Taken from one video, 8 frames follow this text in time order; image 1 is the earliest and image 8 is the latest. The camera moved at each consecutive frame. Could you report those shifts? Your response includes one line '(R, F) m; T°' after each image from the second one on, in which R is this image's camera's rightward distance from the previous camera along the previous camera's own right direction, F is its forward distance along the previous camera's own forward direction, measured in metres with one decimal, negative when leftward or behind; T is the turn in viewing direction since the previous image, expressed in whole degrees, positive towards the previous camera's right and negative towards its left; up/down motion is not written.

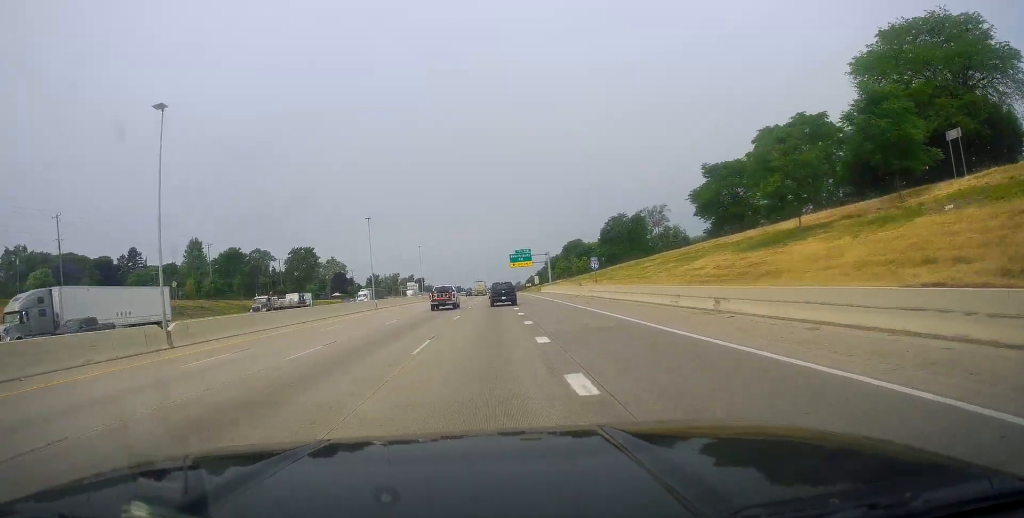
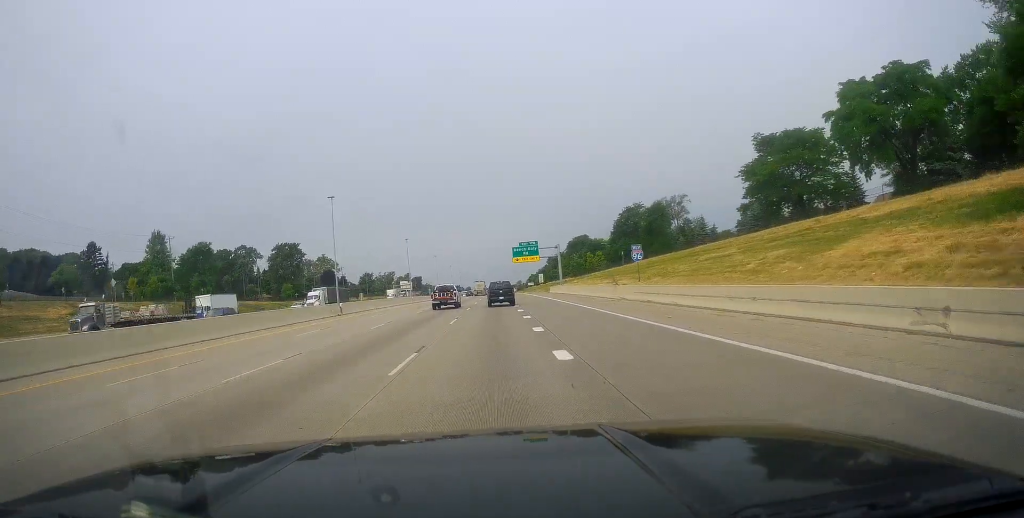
(0.0, +19.4) m; -1°
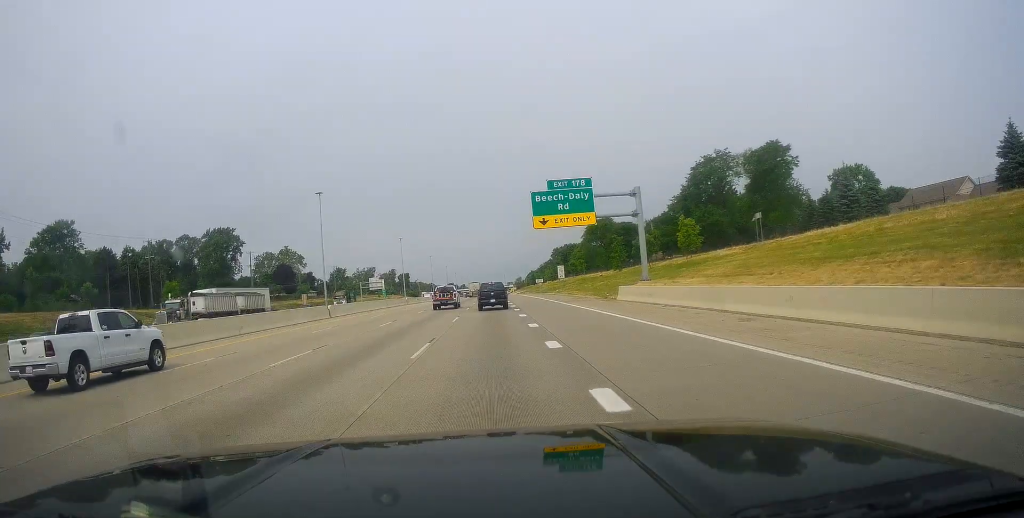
(-1.4, +58.9) m; -1°
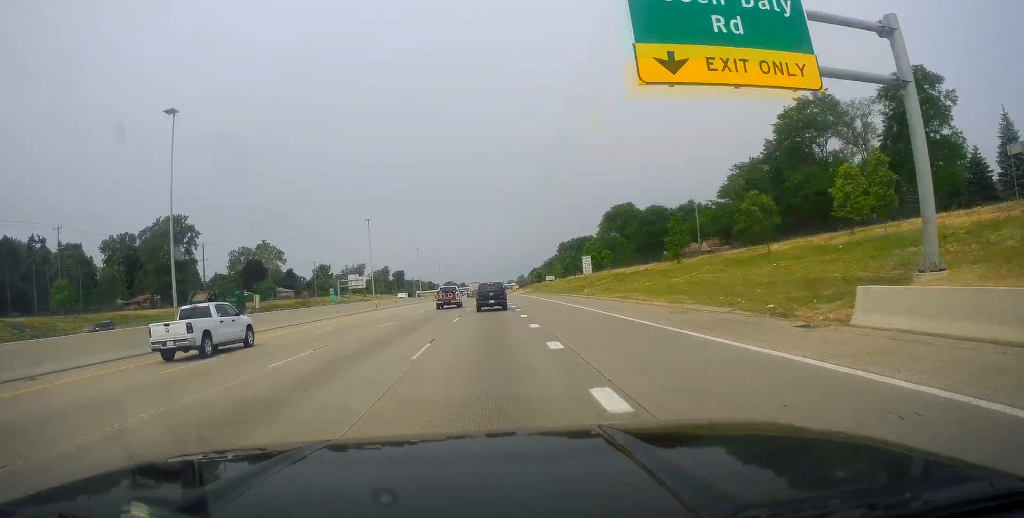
(+0.5, +30.7) m; +2°
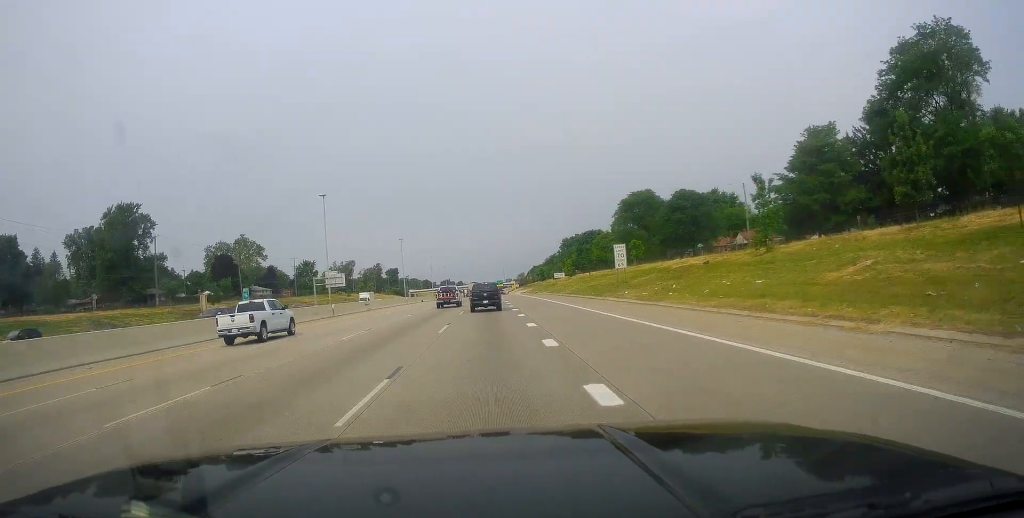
(+0.3, +22.5) m; +1°
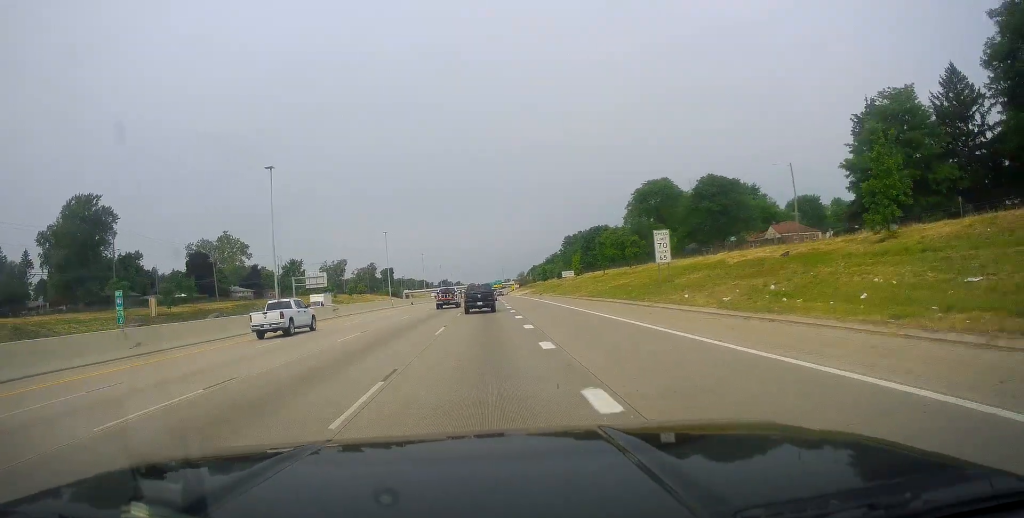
(0.0, +15.5) m; -1°
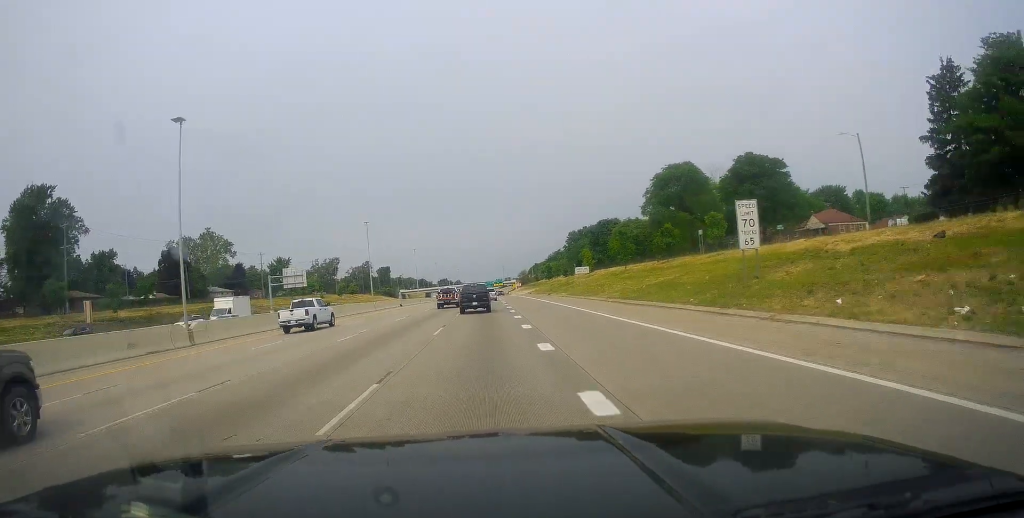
(0.0, +15.5) m; -1°
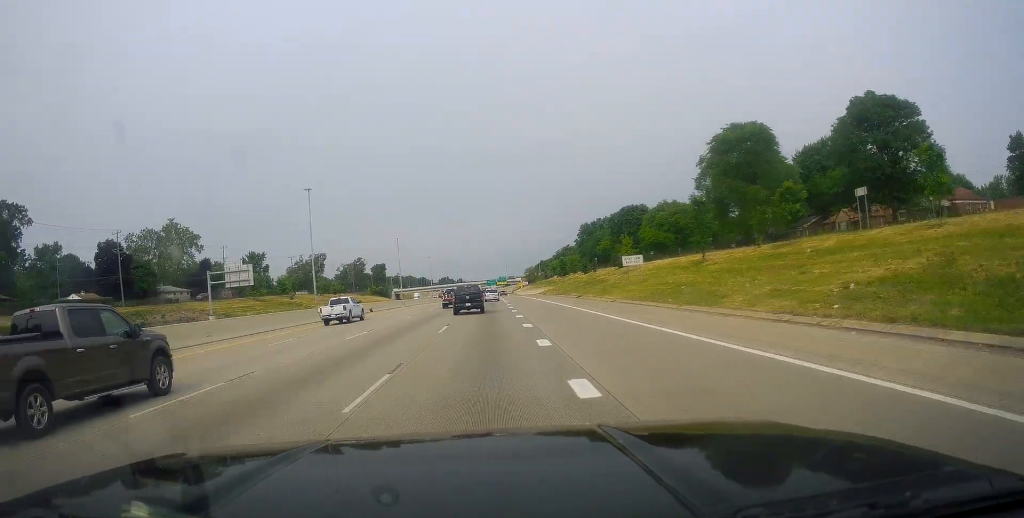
(-0.5, +28.9) m; -1°
